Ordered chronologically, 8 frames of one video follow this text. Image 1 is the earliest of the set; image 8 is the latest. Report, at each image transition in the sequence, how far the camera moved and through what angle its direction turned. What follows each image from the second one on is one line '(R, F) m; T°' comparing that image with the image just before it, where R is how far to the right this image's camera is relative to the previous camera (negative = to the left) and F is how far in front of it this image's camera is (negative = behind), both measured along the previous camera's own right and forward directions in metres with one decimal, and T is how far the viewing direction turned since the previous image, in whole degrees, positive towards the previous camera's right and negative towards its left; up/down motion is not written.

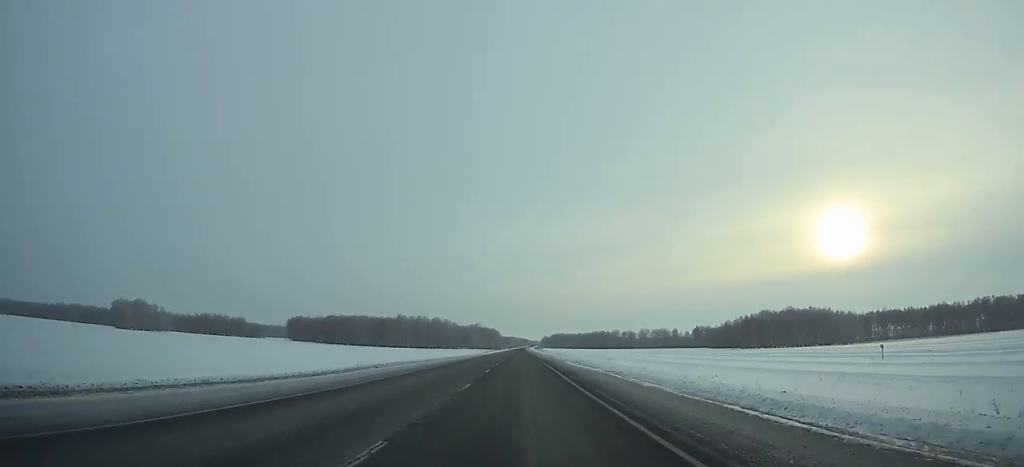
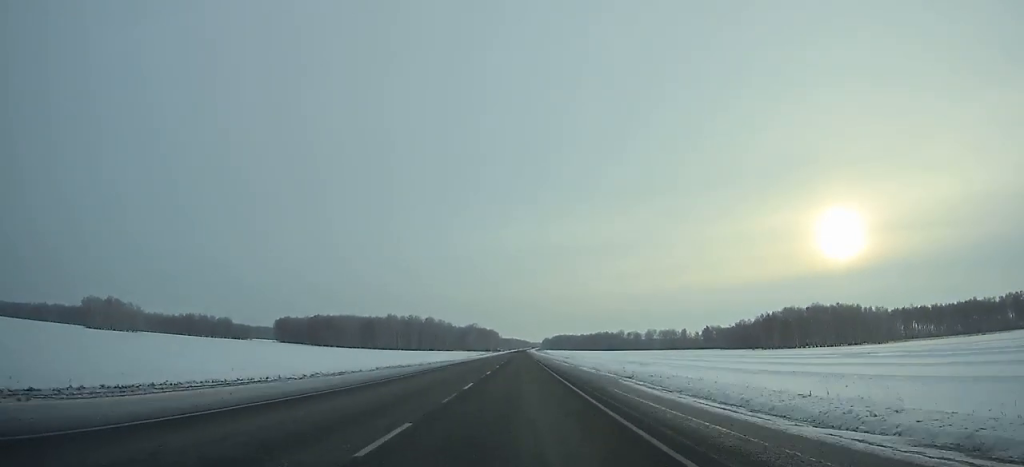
(0.0, +34.0) m; 0°
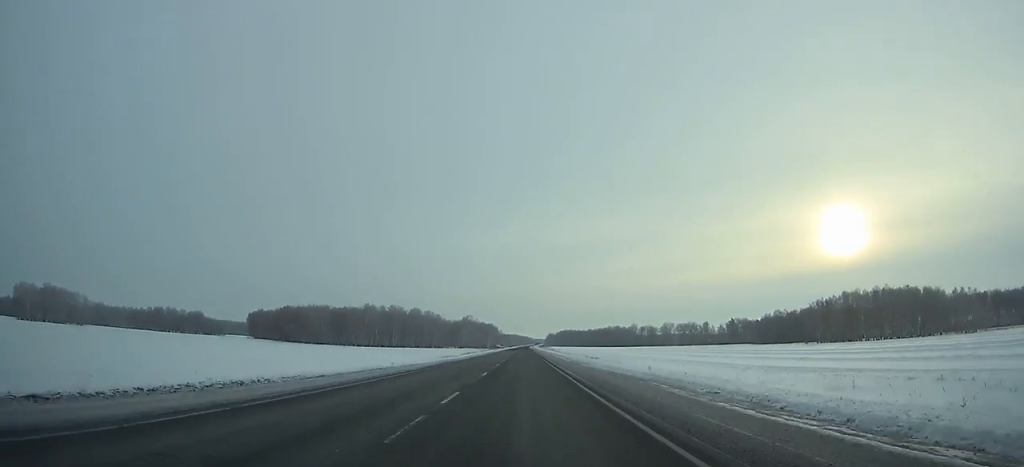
(-0.3, +65.9) m; 0°
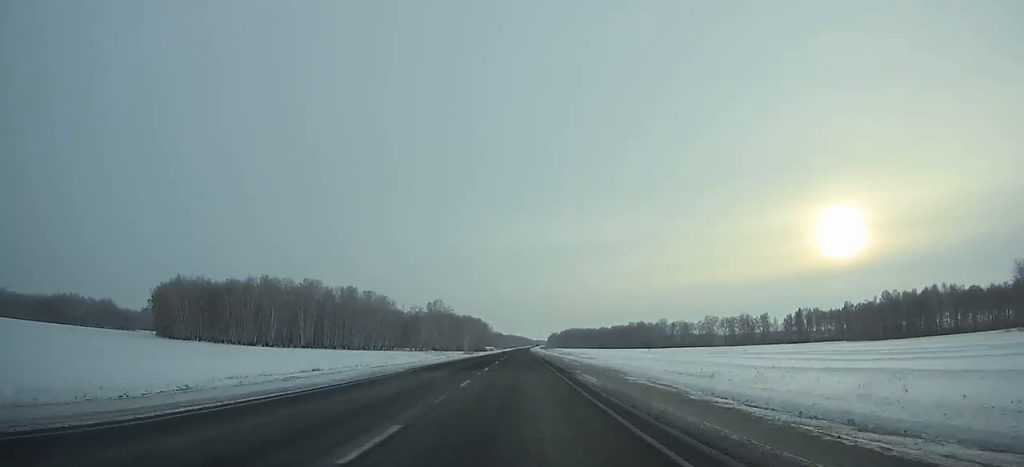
(+0.2, +137.8) m; 0°
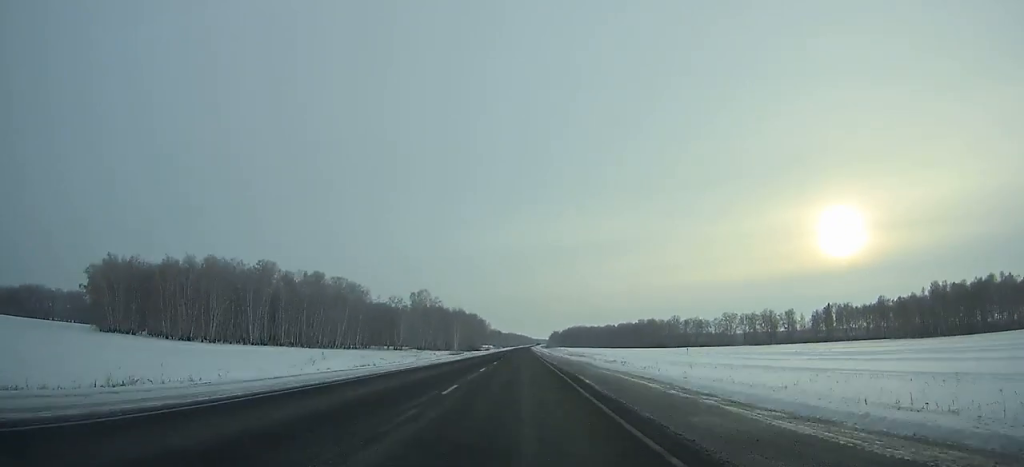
(+0.1, +39.6) m; 0°
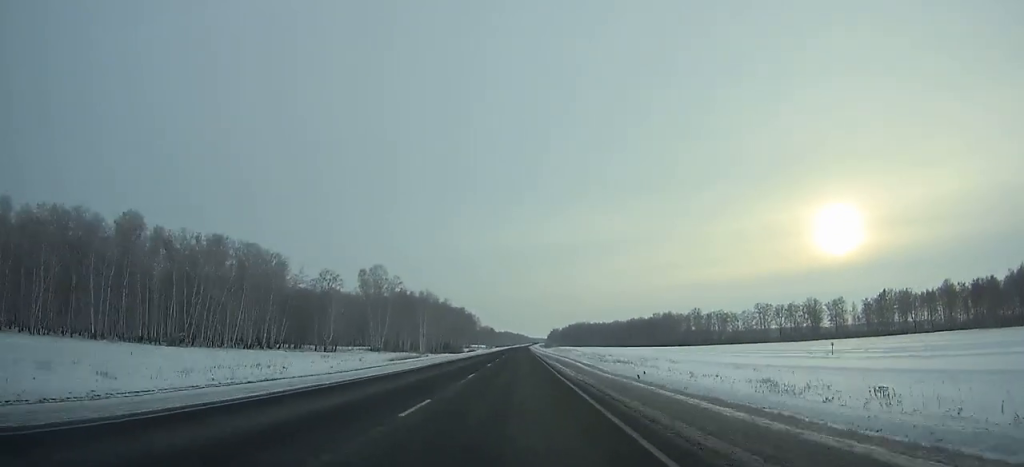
(+0.2, +64.4) m; 0°
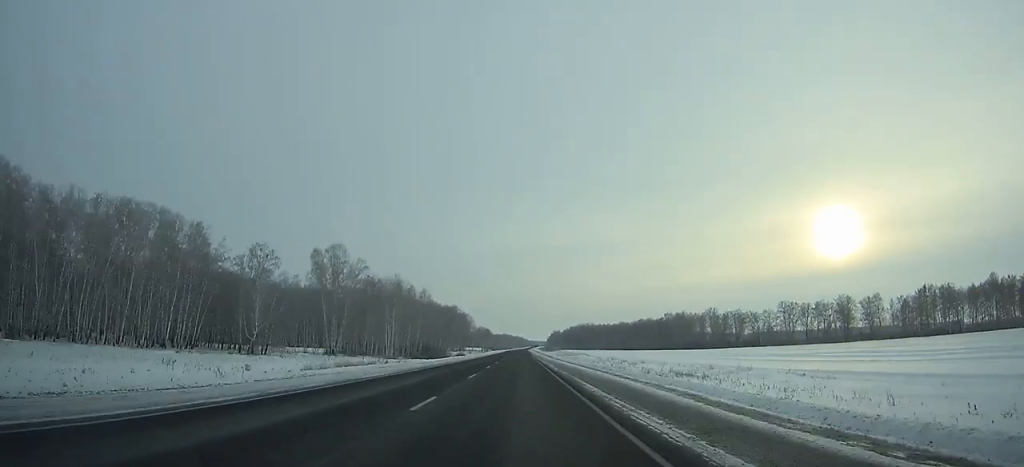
(0.0, +34.7) m; 0°
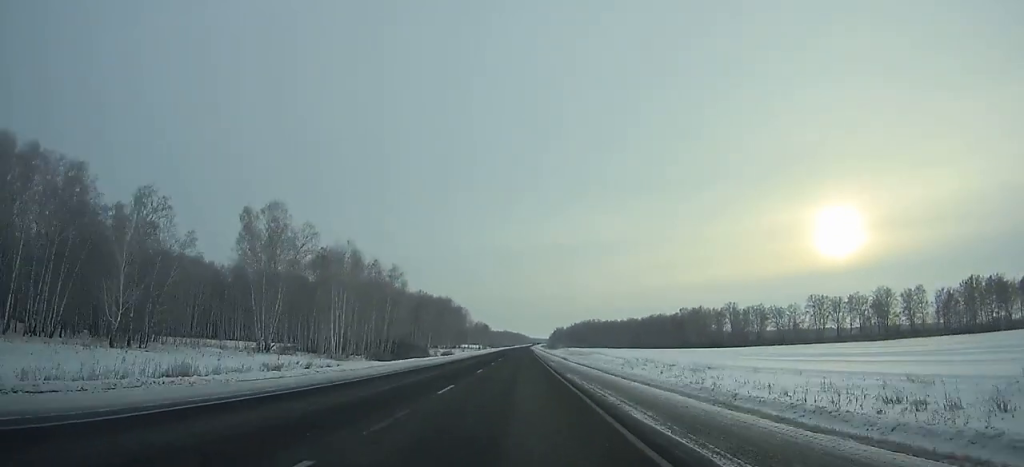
(+0.1, +32.2) m; 0°
